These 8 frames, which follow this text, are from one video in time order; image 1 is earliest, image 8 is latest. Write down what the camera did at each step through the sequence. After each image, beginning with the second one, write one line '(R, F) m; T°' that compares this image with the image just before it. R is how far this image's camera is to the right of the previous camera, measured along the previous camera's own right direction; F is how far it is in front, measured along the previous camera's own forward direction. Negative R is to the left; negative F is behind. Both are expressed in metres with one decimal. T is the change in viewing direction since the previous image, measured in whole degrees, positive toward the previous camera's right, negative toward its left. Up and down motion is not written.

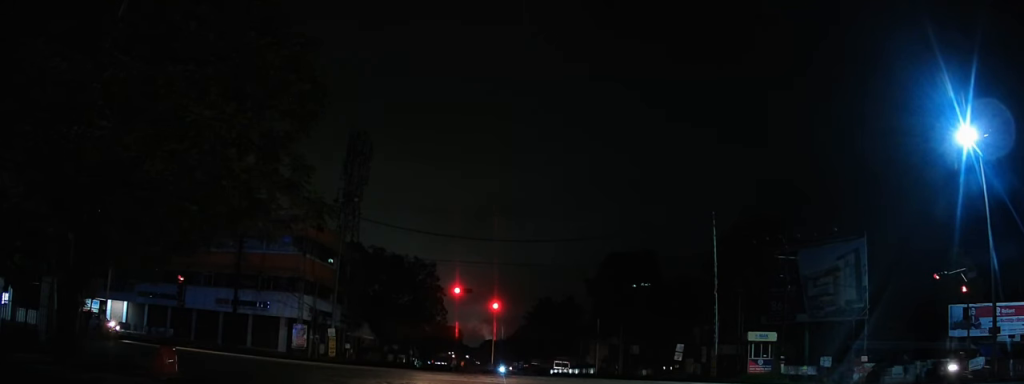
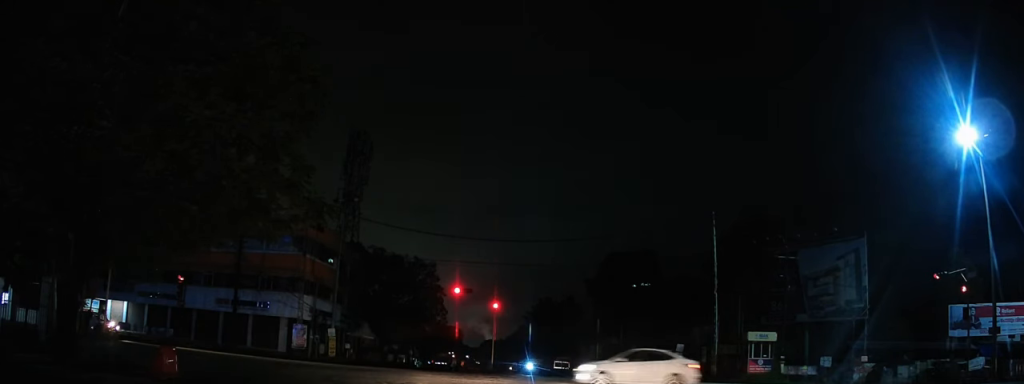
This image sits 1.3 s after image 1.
(0.0, +0.6) m; 0°
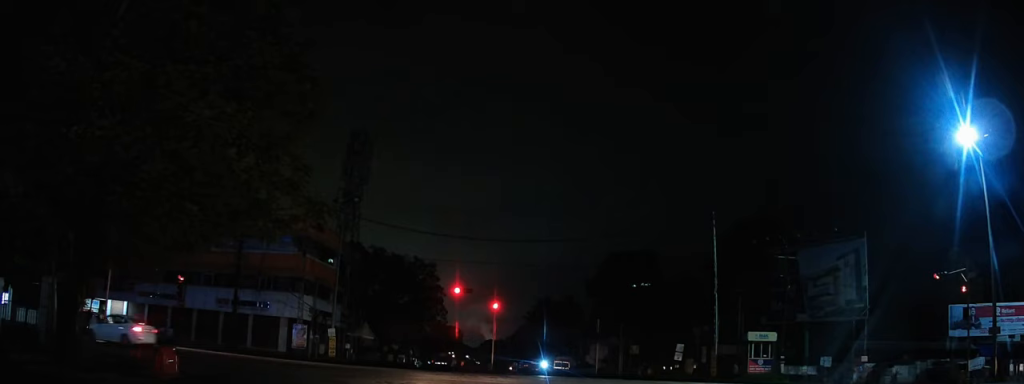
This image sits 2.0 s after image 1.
(0.0, +0.3) m; 0°
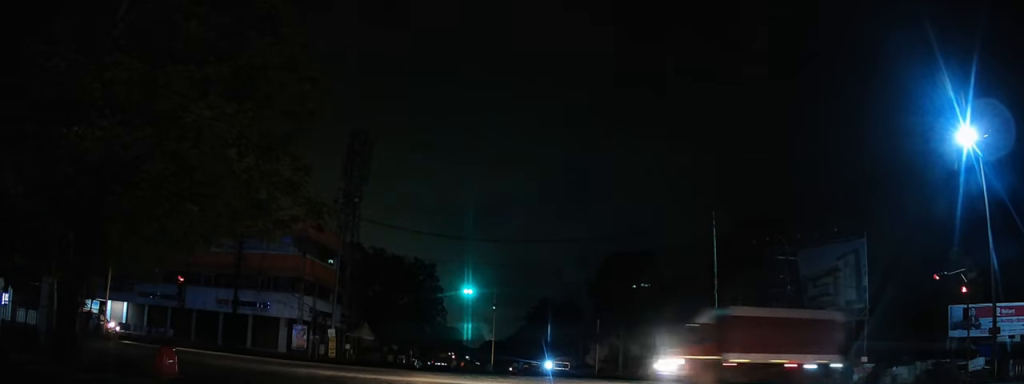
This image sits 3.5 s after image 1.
(-0.1, +0.7) m; 0°
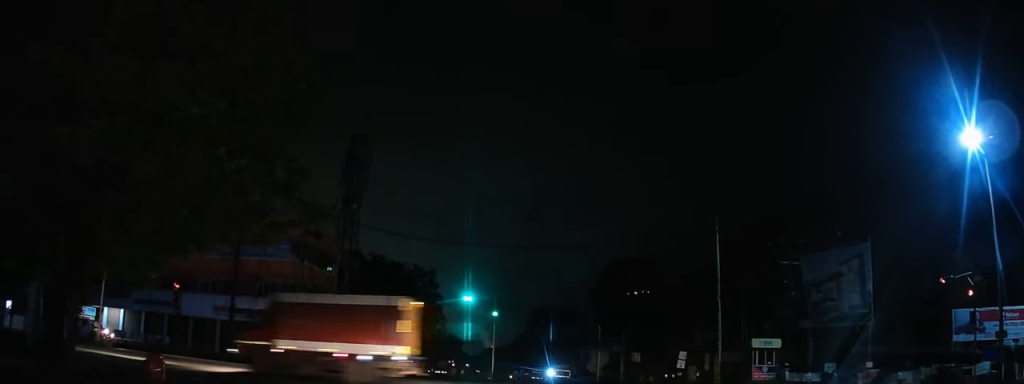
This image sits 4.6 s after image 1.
(0.0, +0.6) m; 0°
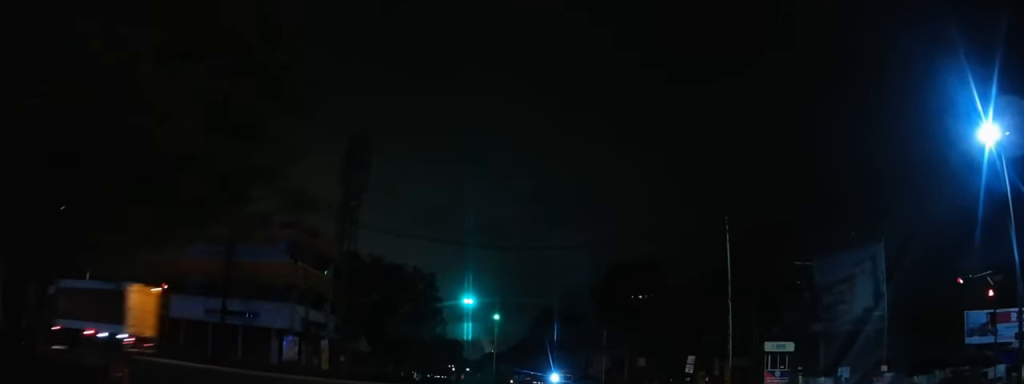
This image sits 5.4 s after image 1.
(-0.1, +1.5) m; -3°
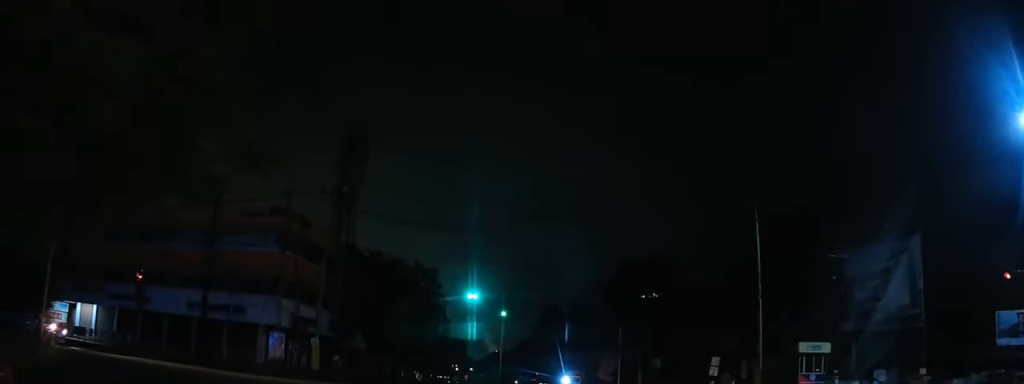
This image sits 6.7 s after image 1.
(0.0, +4.5) m; +4°
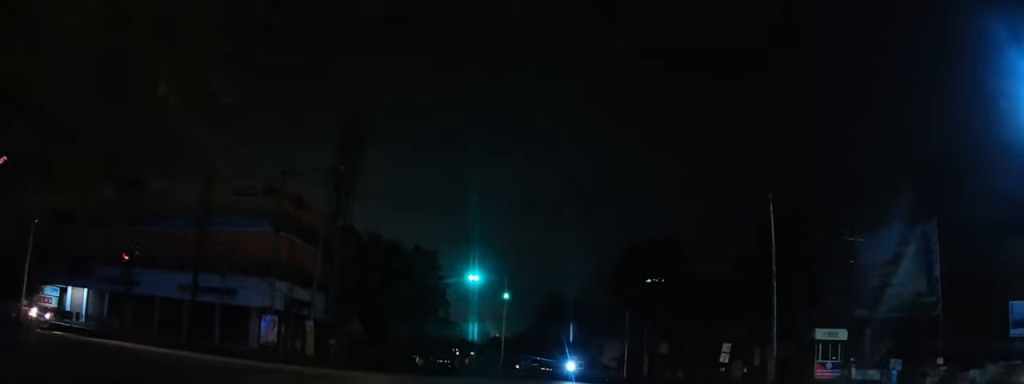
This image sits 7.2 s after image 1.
(+0.1, +1.6) m; +2°
